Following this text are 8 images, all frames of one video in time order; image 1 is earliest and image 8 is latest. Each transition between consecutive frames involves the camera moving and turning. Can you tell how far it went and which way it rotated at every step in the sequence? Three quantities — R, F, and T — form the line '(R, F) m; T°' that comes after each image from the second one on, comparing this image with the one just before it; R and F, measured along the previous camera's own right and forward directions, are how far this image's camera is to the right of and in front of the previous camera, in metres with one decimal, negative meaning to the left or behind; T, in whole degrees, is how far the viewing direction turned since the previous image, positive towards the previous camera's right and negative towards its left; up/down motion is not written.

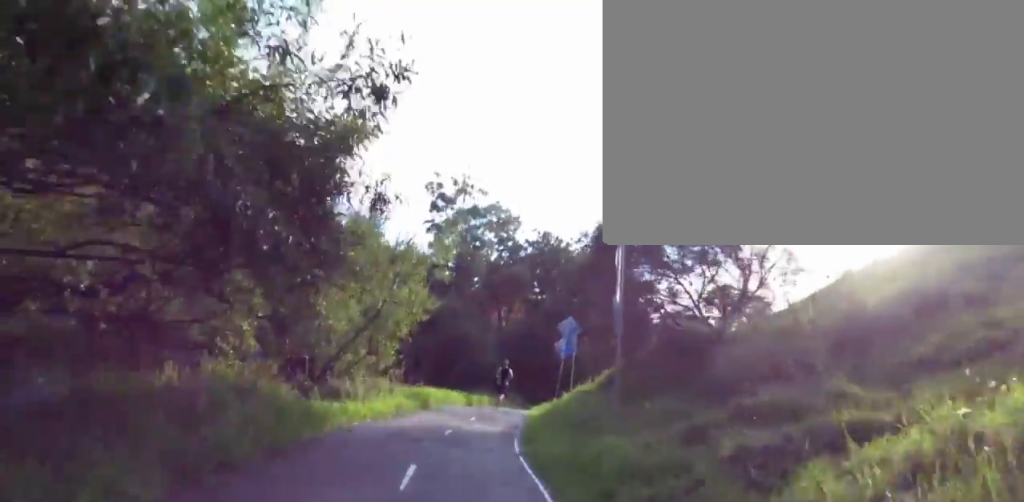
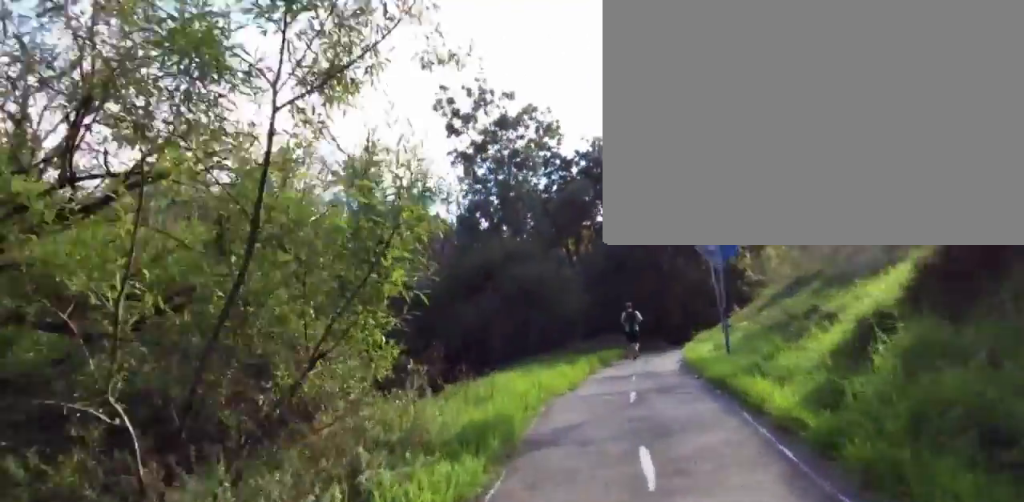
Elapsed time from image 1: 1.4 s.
(-0.8, +8.1) m; -6°
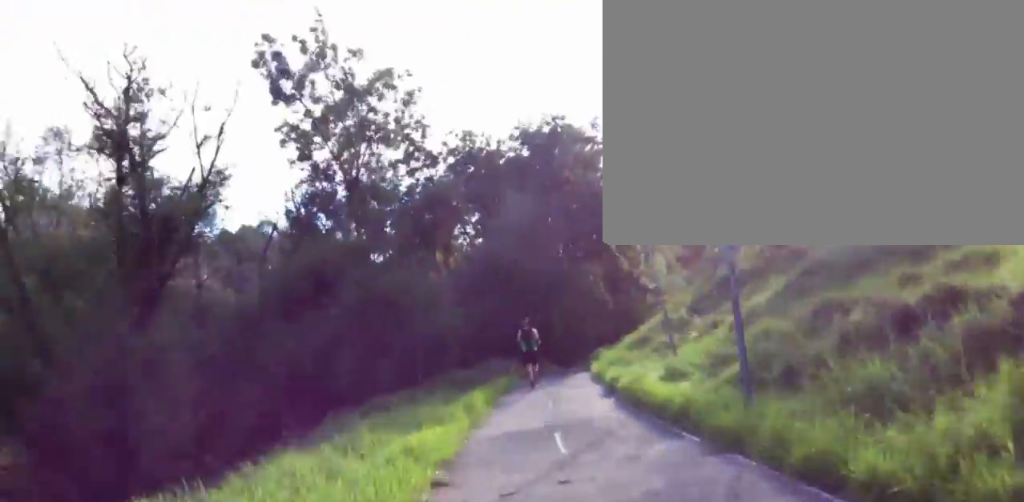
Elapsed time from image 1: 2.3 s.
(0.0, +5.6) m; +10°
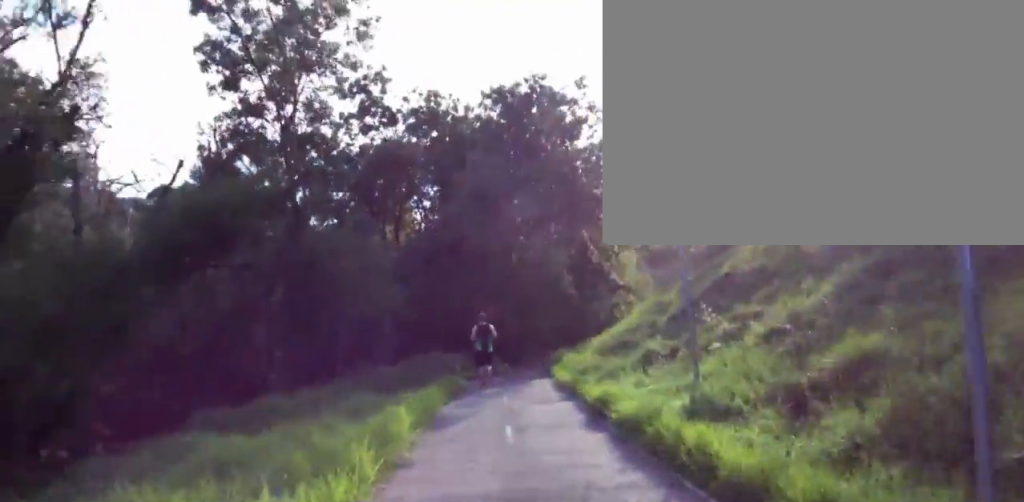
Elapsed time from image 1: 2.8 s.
(0.0, +3.2) m; +8°
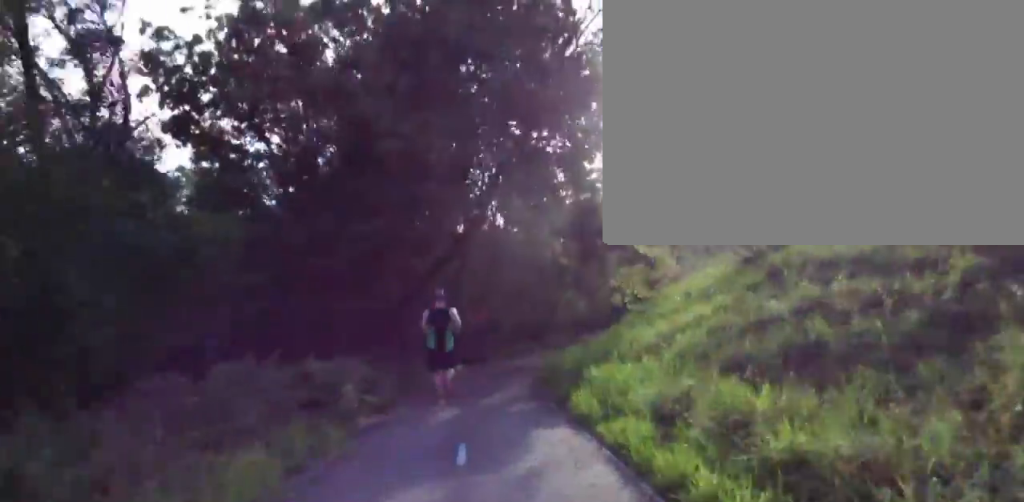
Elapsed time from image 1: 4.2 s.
(+1.9, +8.8) m; +6°
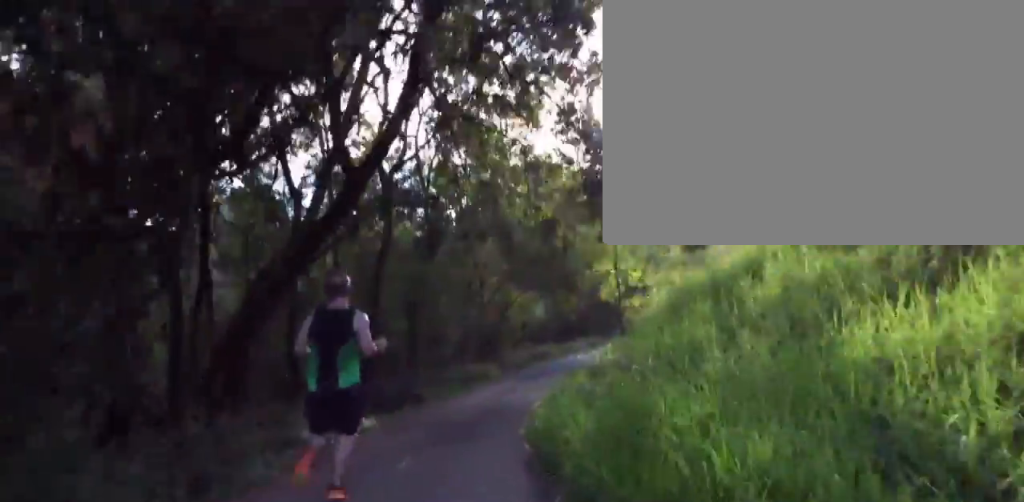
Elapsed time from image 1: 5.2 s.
(-0.8, +6.9) m; -4°
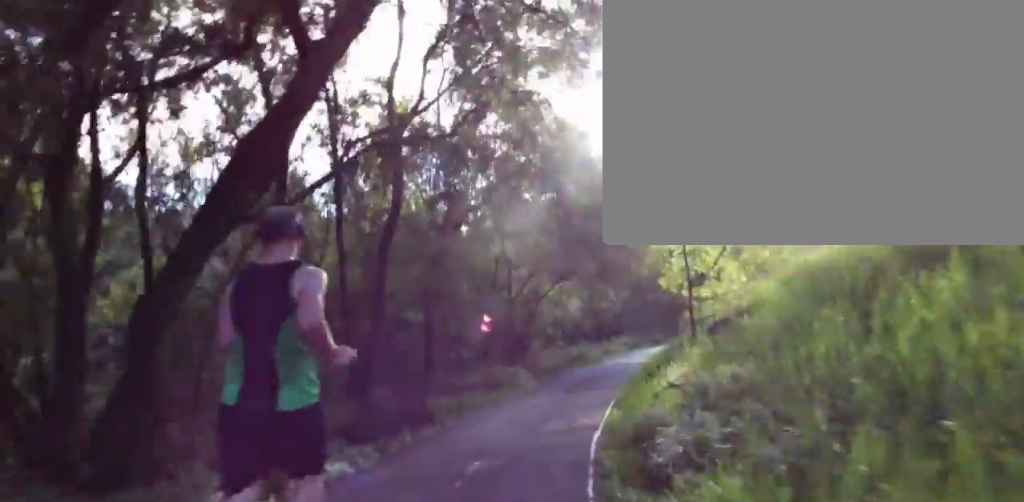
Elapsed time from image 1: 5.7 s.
(-0.5, +3.3) m; +1°
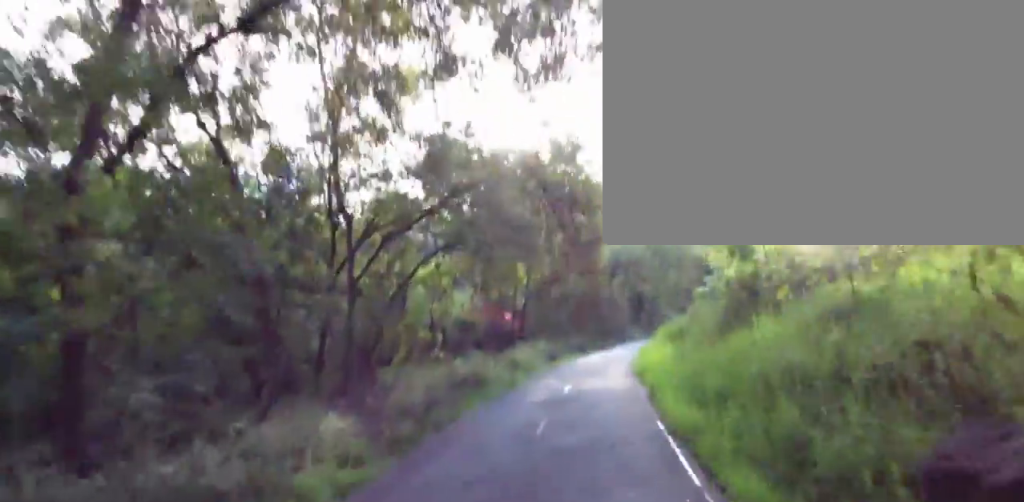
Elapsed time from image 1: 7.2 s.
(+2.1, +10.8) m; +17°
